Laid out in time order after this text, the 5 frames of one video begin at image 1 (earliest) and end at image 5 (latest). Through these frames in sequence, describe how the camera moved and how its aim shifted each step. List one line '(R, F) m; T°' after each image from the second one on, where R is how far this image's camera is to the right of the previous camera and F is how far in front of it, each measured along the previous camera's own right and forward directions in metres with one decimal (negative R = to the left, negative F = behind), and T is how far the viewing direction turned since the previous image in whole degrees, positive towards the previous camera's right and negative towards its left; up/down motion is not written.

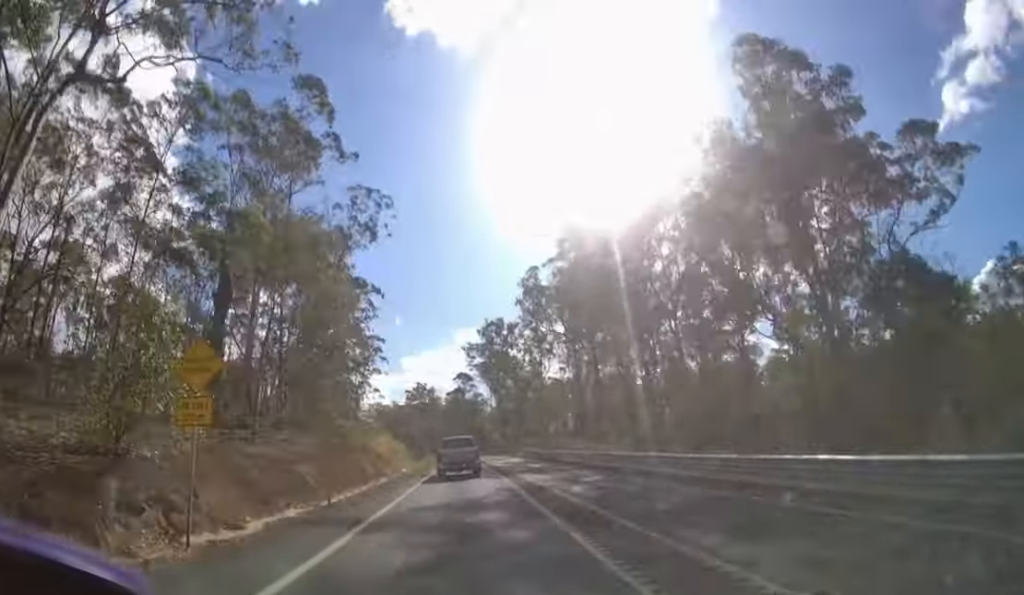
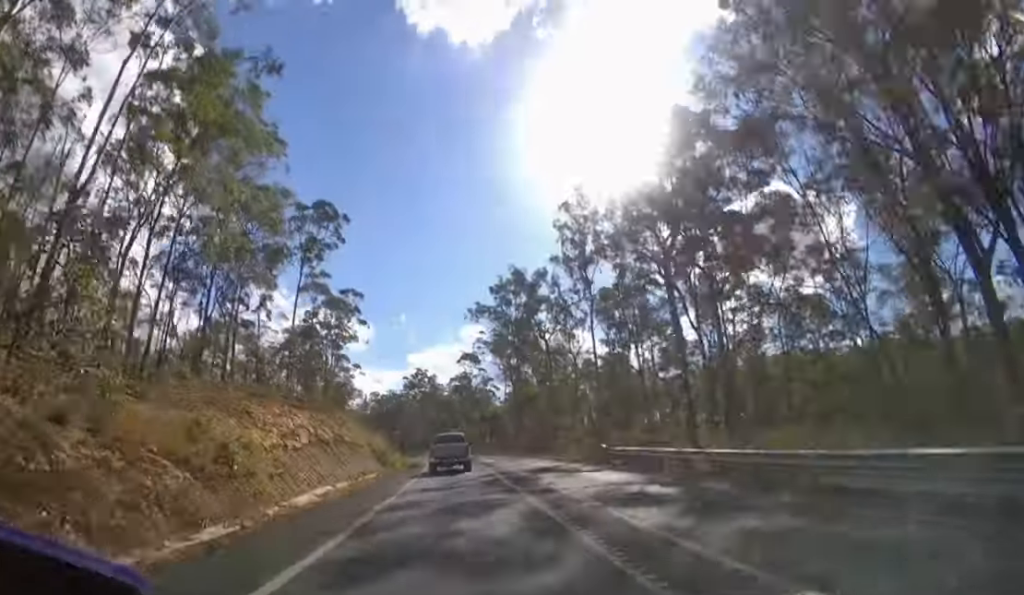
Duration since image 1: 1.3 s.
(0.0, +29.7) m; 0°
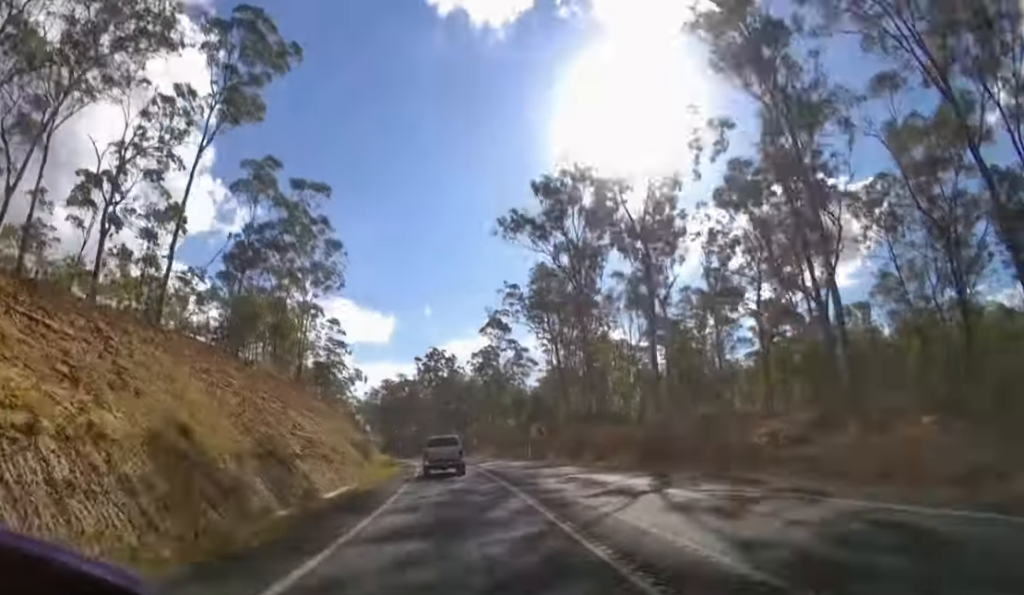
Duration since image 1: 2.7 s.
(-0.5, +28.9) m; -2°
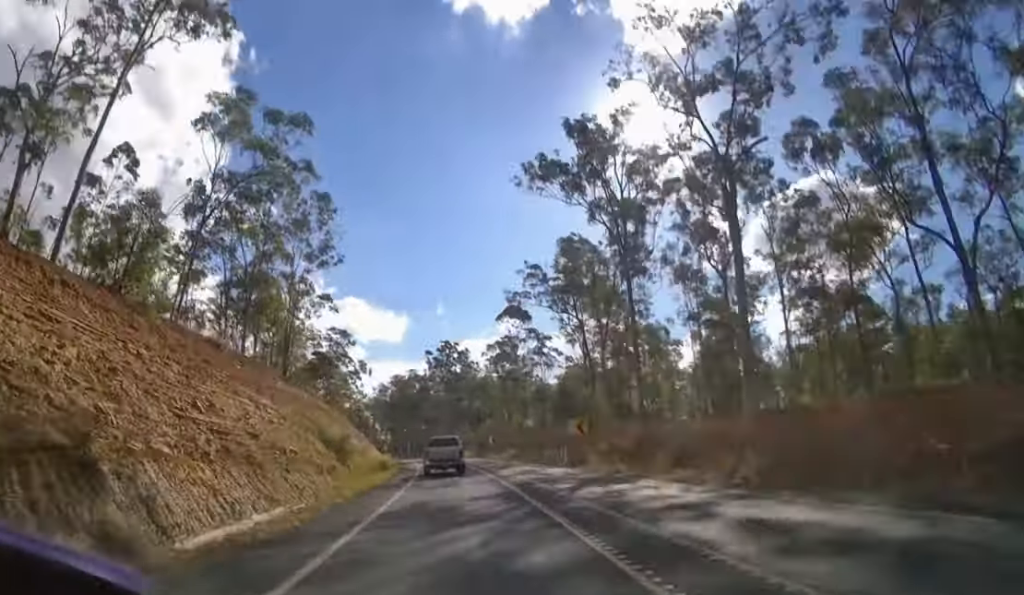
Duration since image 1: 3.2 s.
(0.0, +9.9) m; -1°
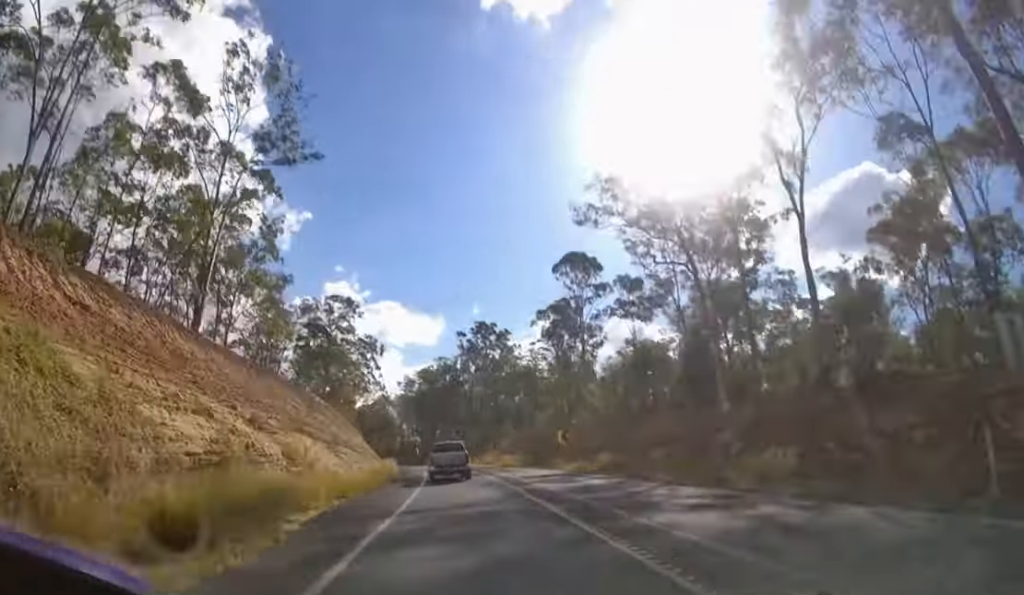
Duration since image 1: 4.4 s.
(-0.7, +21.8) m; -3°
